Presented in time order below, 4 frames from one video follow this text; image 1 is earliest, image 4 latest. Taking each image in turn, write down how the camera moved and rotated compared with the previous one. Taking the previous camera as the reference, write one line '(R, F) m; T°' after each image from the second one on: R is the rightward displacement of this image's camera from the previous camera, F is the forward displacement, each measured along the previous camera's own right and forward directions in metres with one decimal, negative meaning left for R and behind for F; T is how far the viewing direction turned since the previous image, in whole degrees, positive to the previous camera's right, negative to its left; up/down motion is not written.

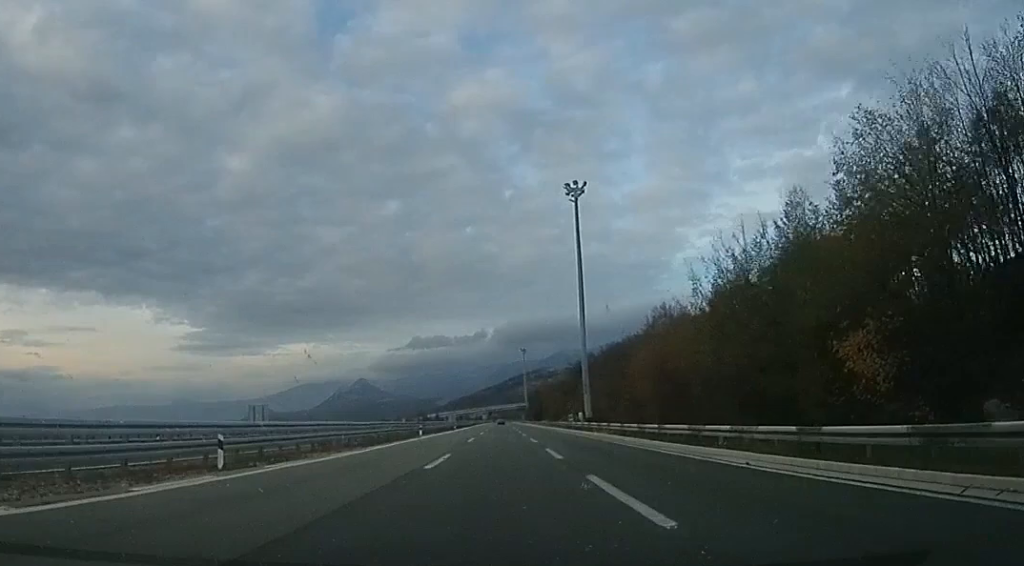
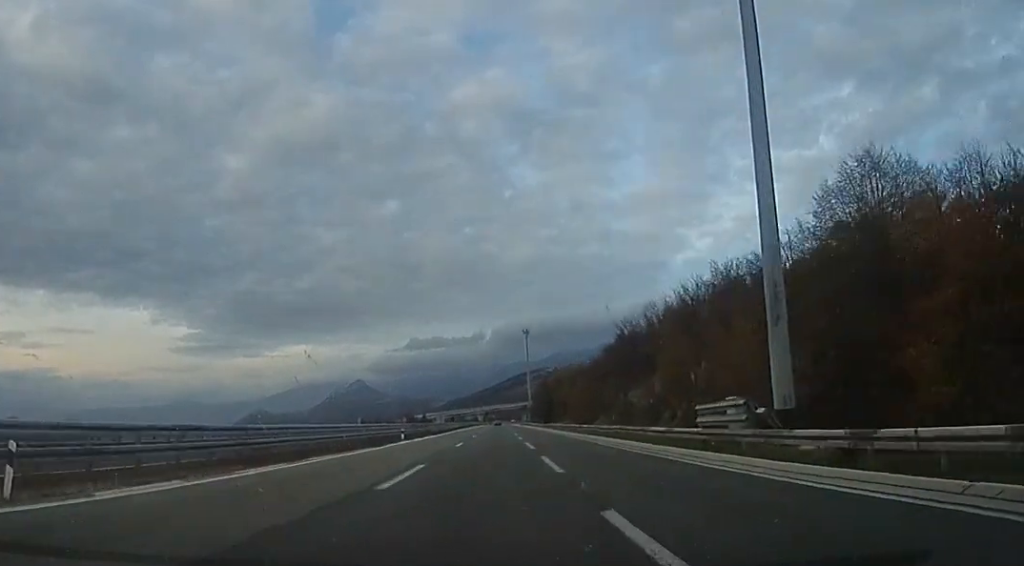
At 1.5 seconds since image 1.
(+0.1, +42.5) m; -2°
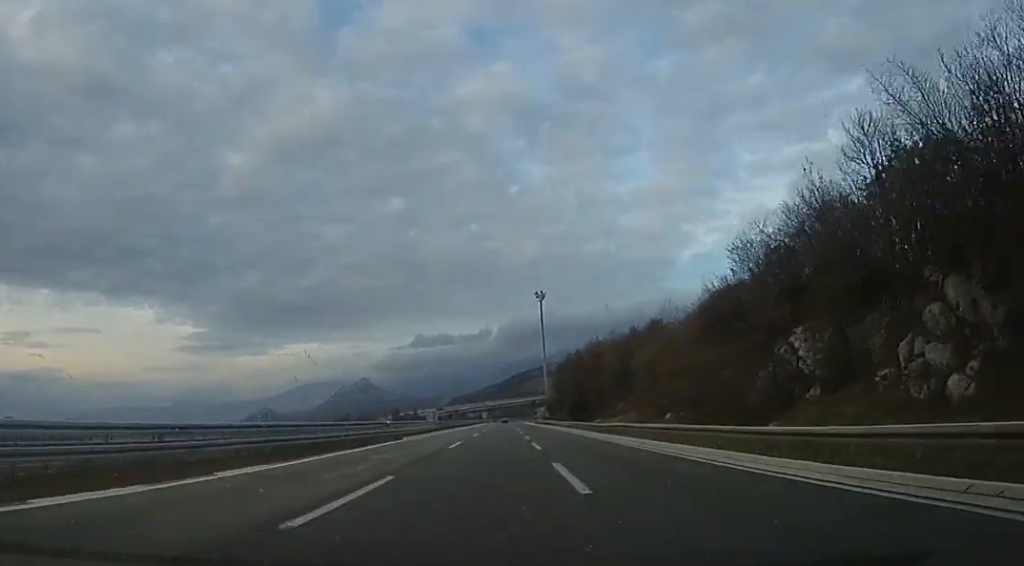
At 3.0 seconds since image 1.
(-0.6, +43.5) m; +2°
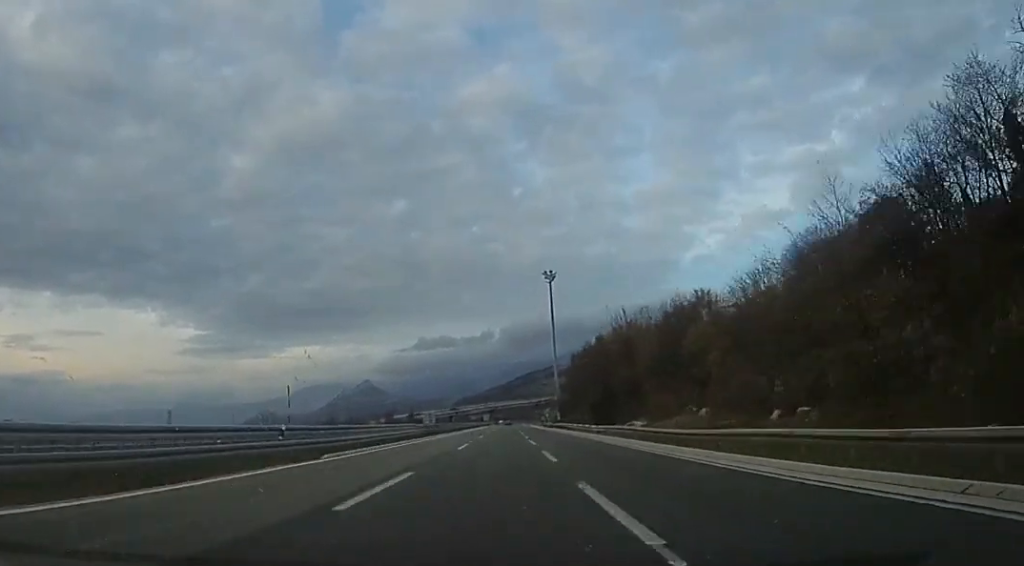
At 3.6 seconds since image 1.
(+0.6, +17.7) m; -1°
